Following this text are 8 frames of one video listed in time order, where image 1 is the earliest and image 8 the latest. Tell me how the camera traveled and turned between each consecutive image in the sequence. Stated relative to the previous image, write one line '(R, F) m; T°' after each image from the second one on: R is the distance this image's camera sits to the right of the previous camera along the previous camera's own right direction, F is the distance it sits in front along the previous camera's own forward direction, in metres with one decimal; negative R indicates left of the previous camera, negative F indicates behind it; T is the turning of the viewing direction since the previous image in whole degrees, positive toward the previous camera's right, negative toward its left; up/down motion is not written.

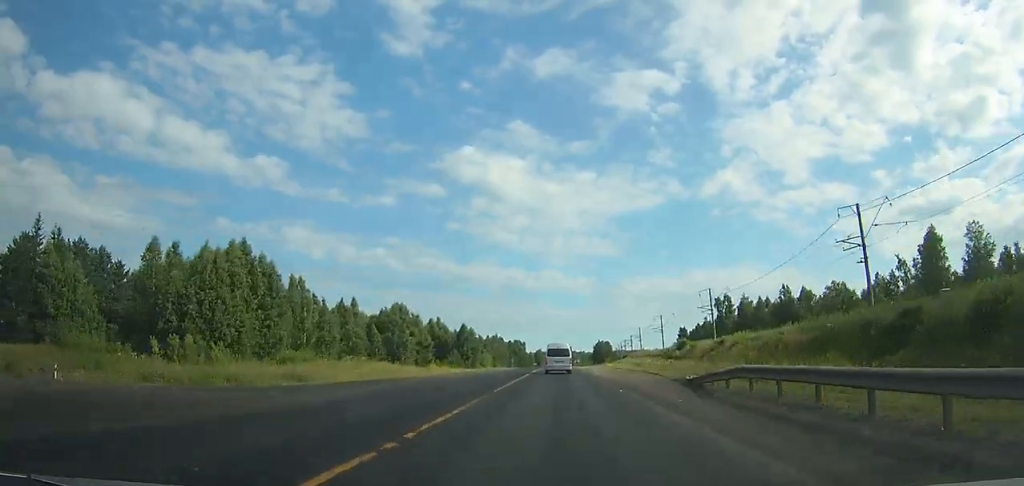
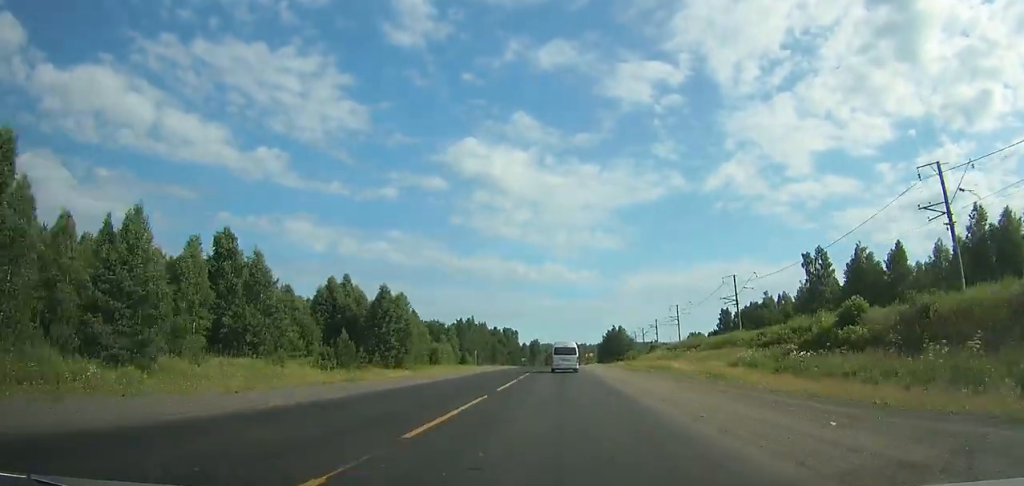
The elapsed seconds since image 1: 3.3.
(-0.2, +68.4) m; 0°
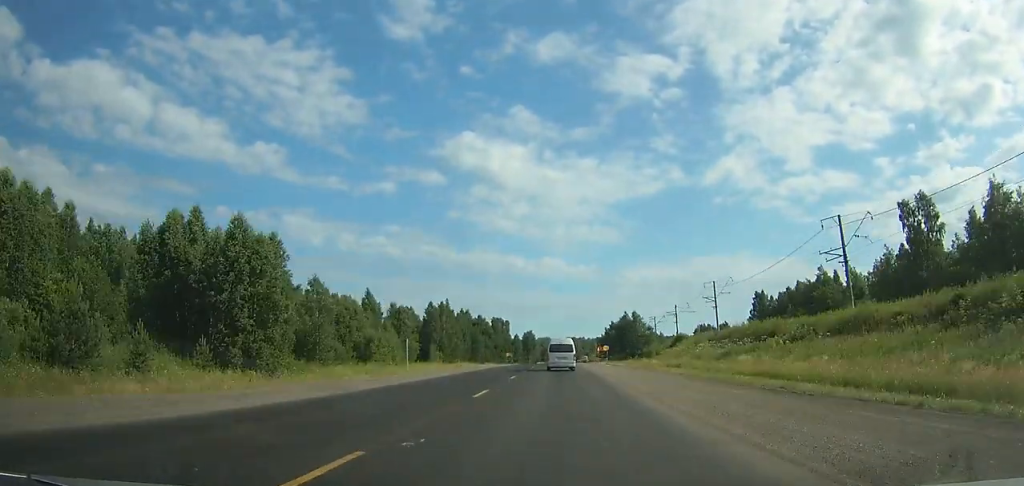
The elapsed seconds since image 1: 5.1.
(+0.1, +37.4) m; 0°
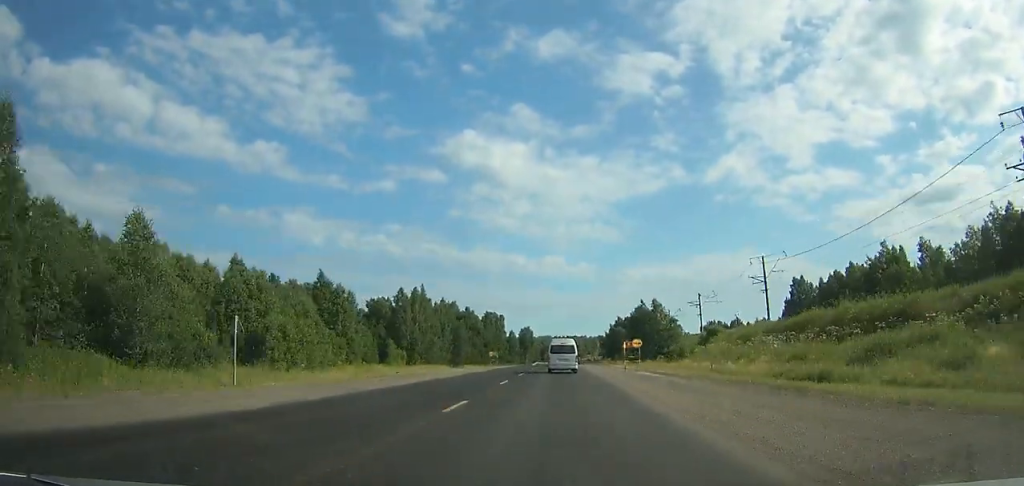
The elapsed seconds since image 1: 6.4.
(0.0, +27.0) m; 0°
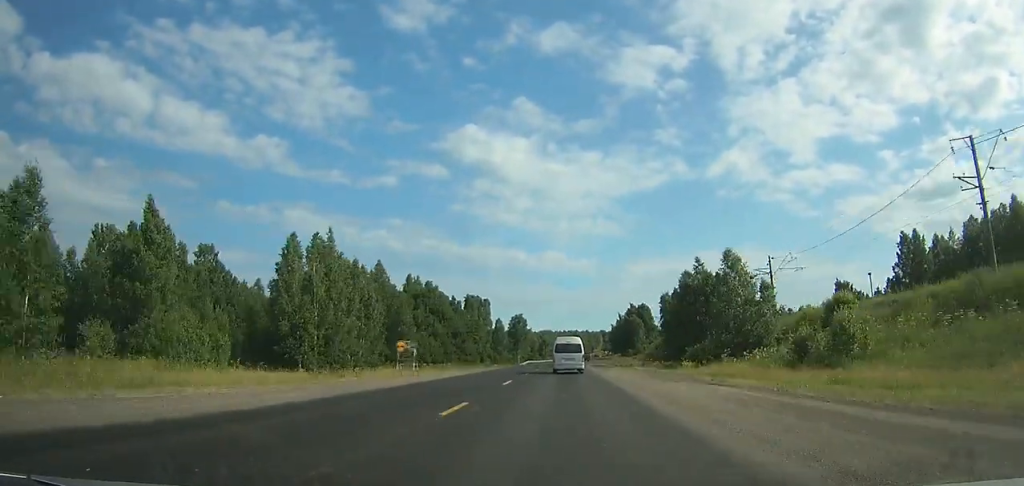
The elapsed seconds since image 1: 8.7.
(0.0, +47.1) m; 0°
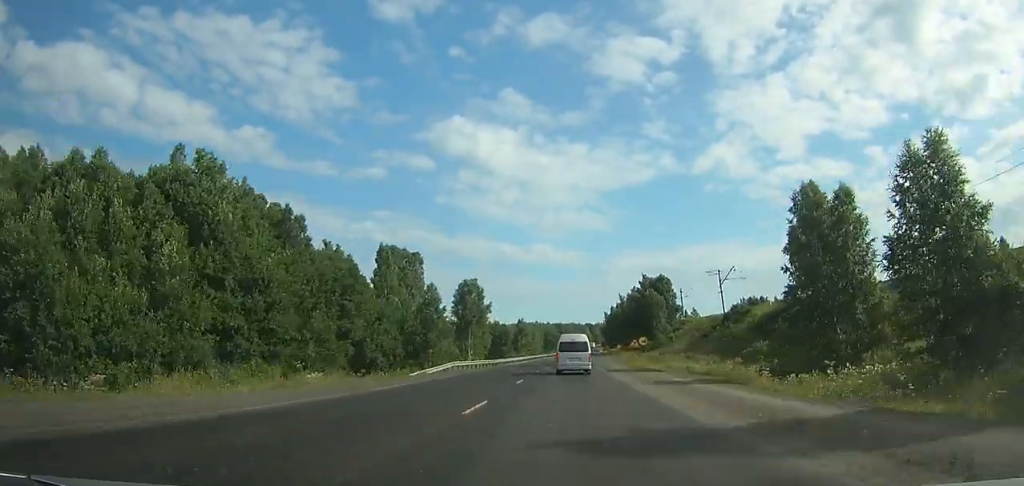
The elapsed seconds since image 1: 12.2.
(+0.5, +70.3) m; +1°
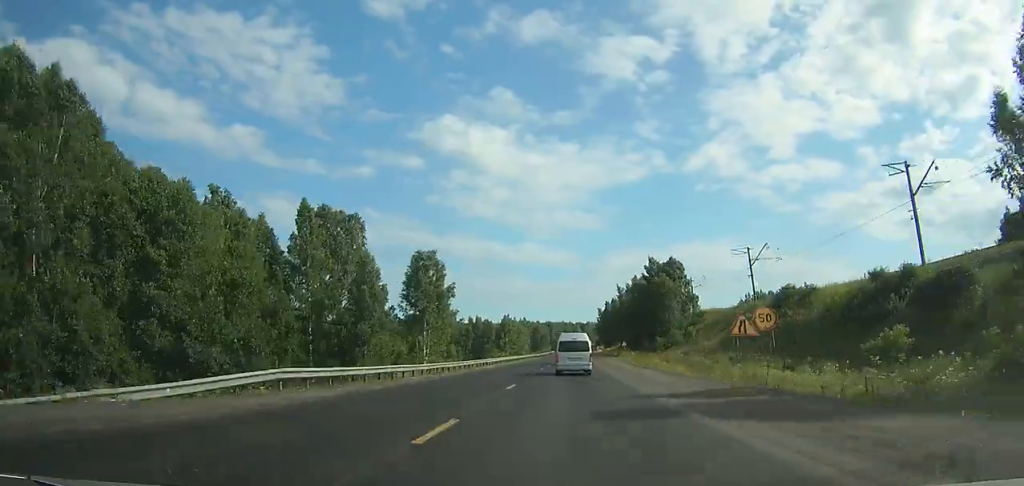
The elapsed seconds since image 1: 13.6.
(+0.3, +27.2) m; +1°
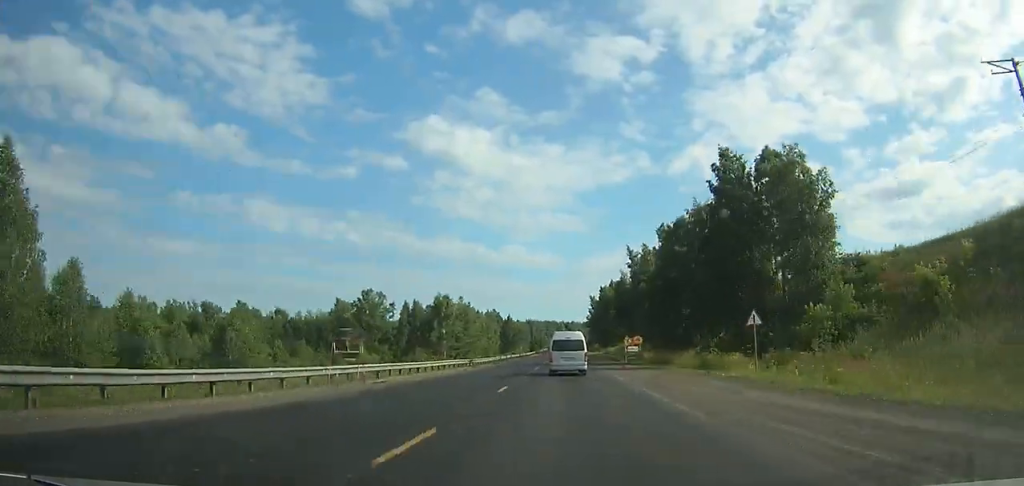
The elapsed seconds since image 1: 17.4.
(+1.2, +72.2) m; +1°
